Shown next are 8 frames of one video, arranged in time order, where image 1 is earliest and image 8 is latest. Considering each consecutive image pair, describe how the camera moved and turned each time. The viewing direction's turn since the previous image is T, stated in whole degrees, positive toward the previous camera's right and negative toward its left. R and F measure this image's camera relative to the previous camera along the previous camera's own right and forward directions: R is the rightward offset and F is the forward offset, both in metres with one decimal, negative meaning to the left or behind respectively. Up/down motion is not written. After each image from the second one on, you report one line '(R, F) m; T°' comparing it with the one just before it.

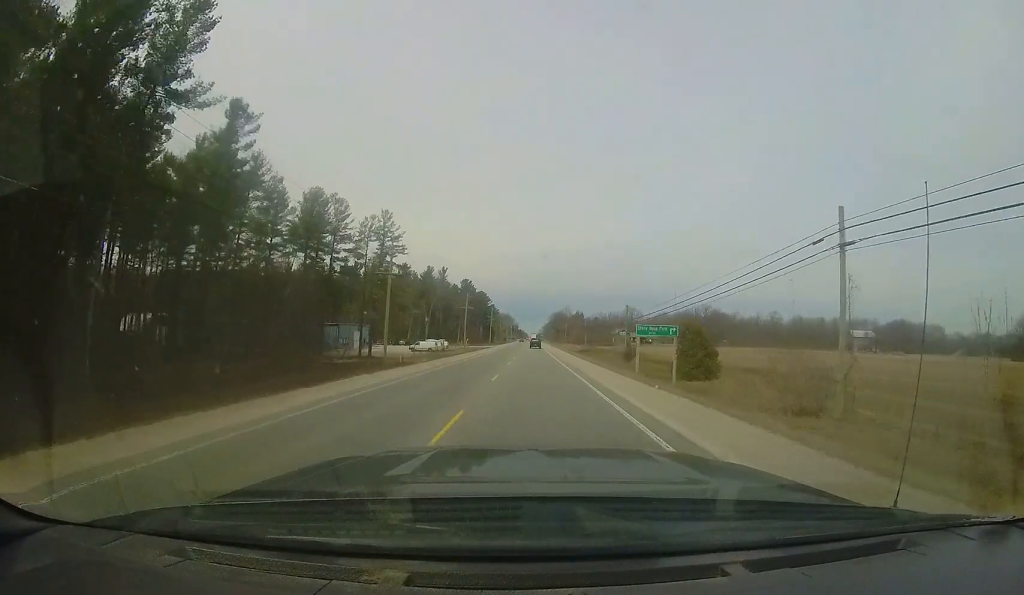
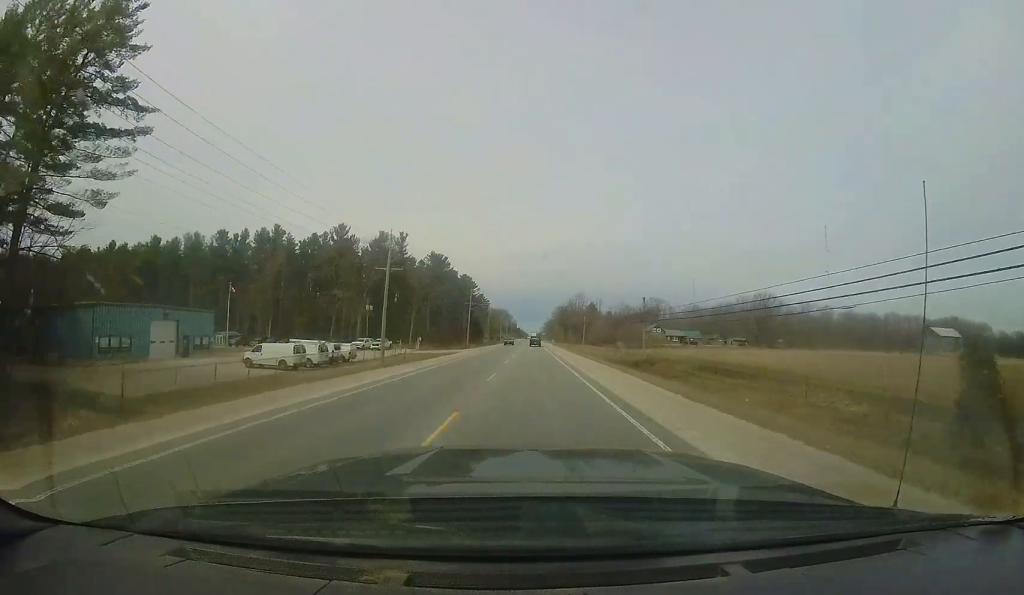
(+0.6, +45.6) m; +2°
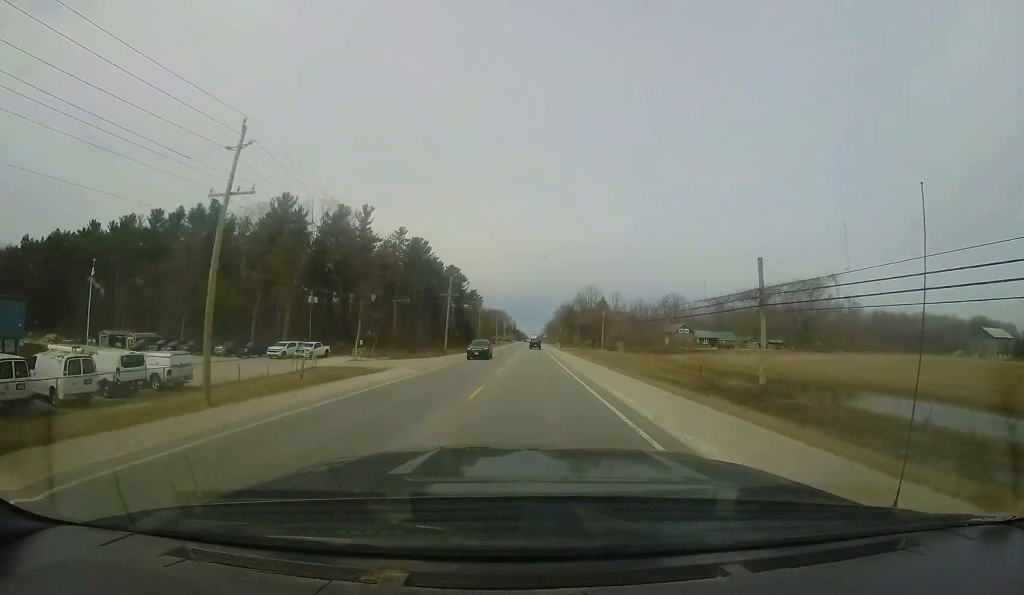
(0.0, +21.9) m; +1°
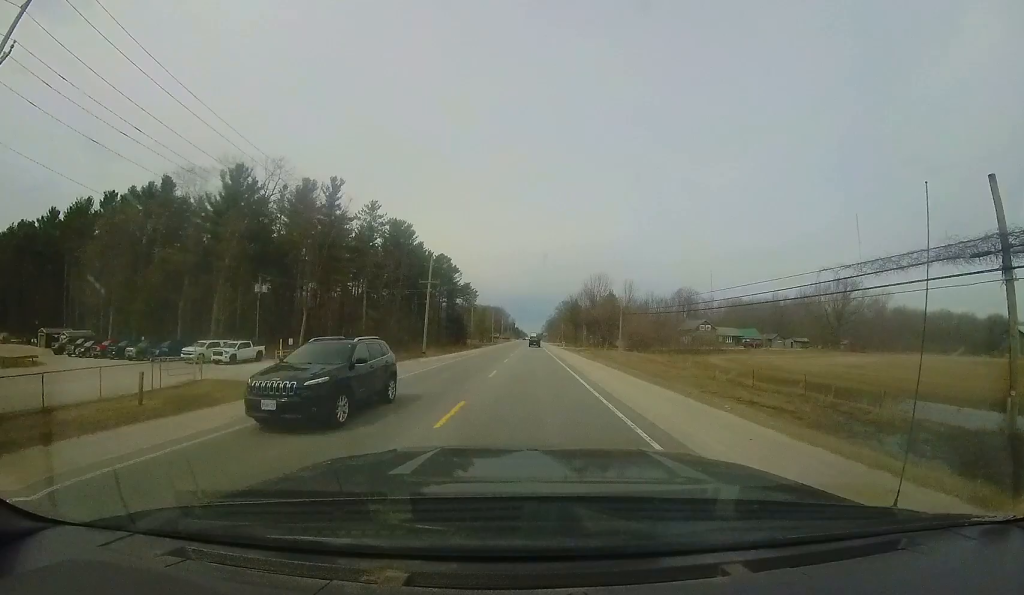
(+0.1, +12.6) m; 0°
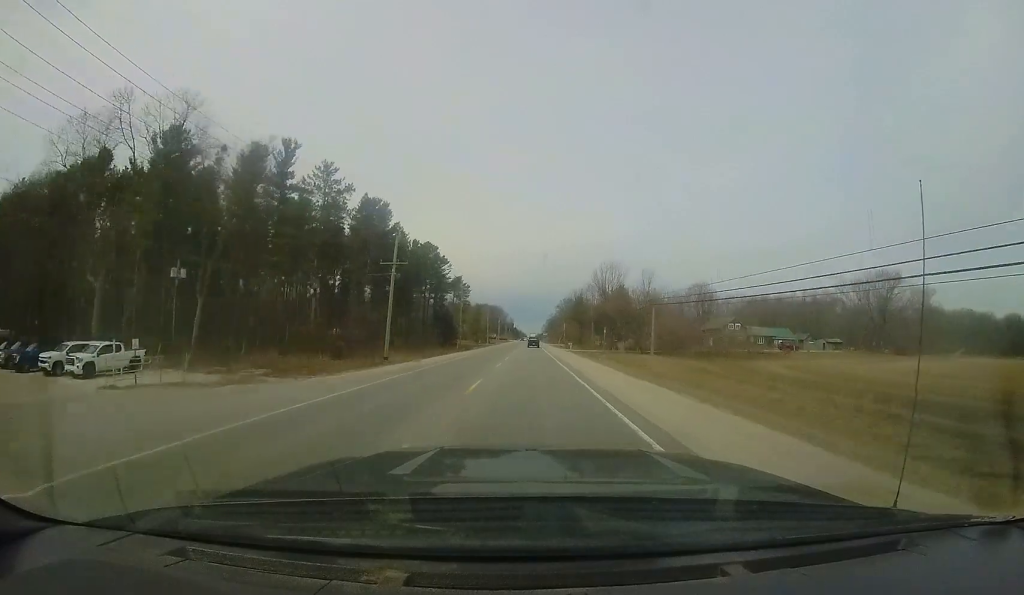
(+0.2, +13.4) m; 0°
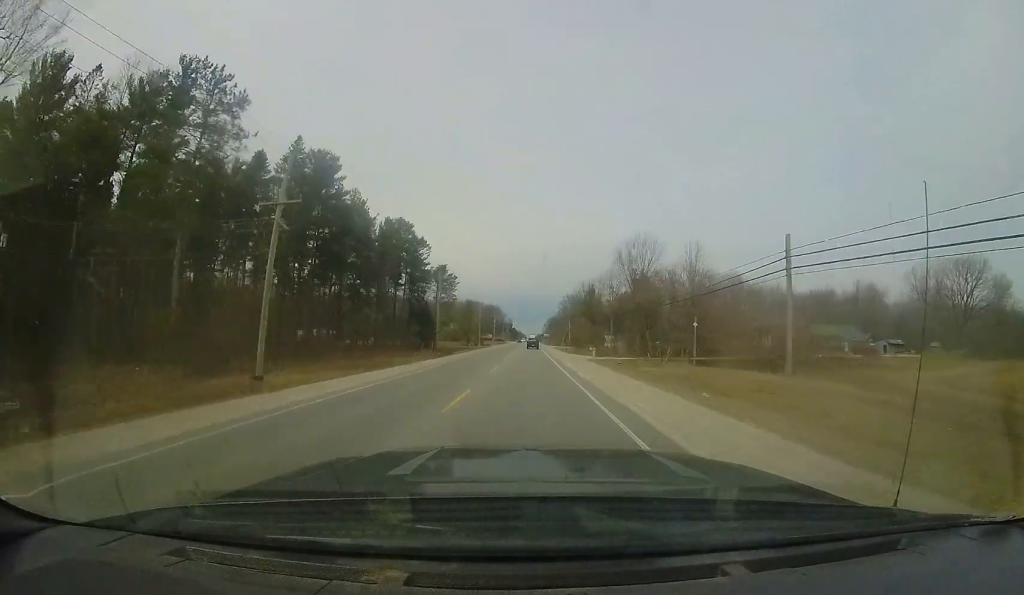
(-0.3, +19.3) m; 0°
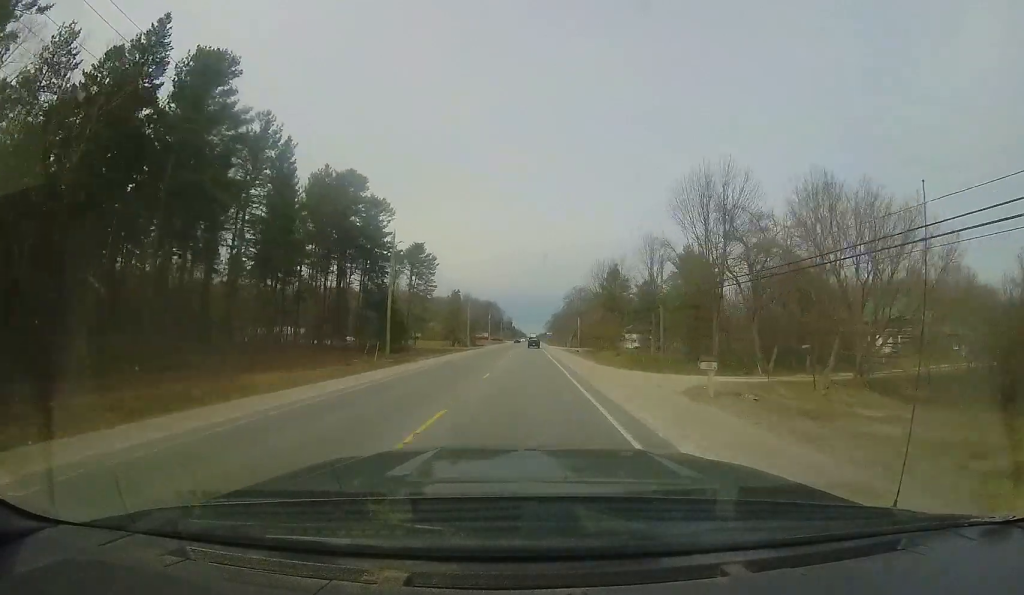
(+0.2, +21.6) m; +1°
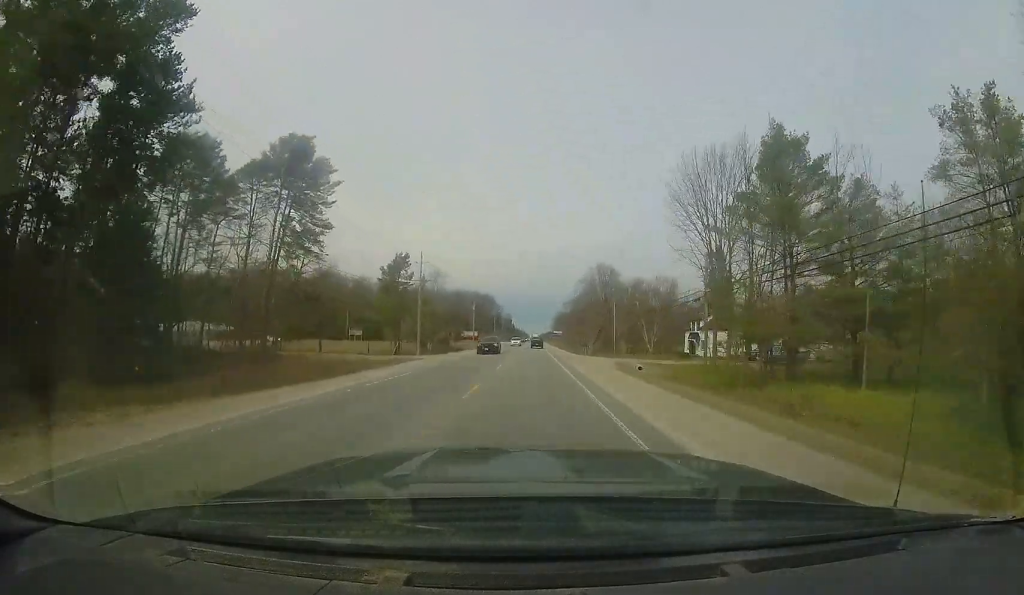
(-0.1, +41.2) m; -1°
